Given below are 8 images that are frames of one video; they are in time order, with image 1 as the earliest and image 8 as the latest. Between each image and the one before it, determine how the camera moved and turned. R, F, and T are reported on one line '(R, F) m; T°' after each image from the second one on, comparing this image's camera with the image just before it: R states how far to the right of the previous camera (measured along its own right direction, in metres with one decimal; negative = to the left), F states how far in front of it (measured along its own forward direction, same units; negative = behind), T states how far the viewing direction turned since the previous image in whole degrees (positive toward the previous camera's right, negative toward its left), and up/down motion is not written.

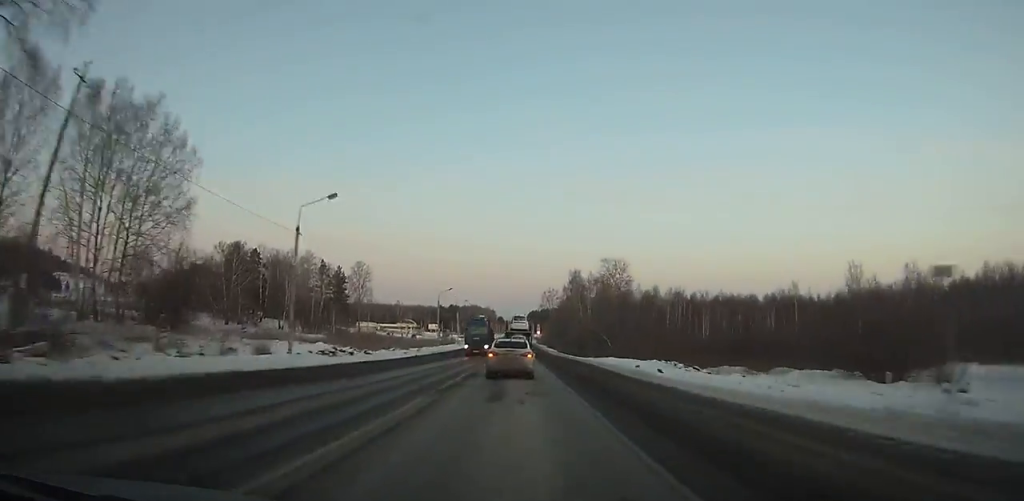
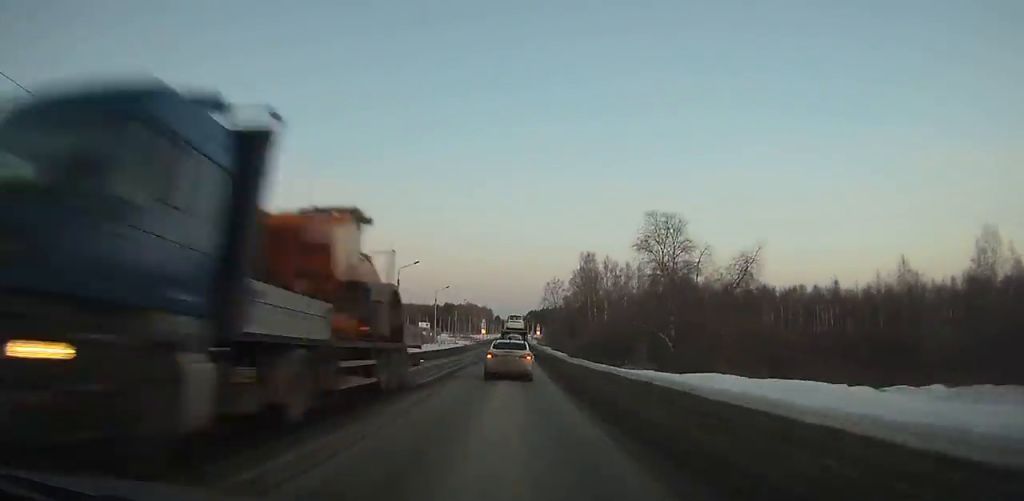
(0.0, +31.6) m; 0°
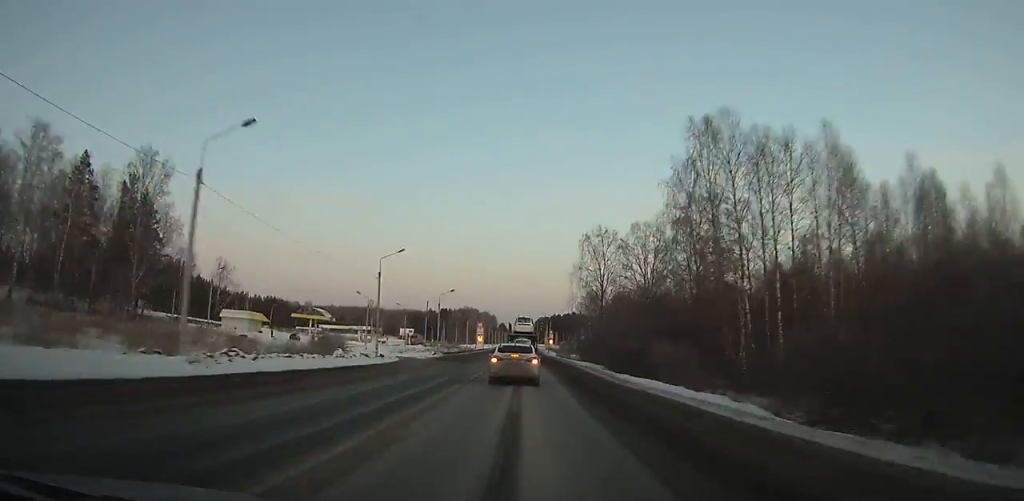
(-0.2, +71.8) m; 0°
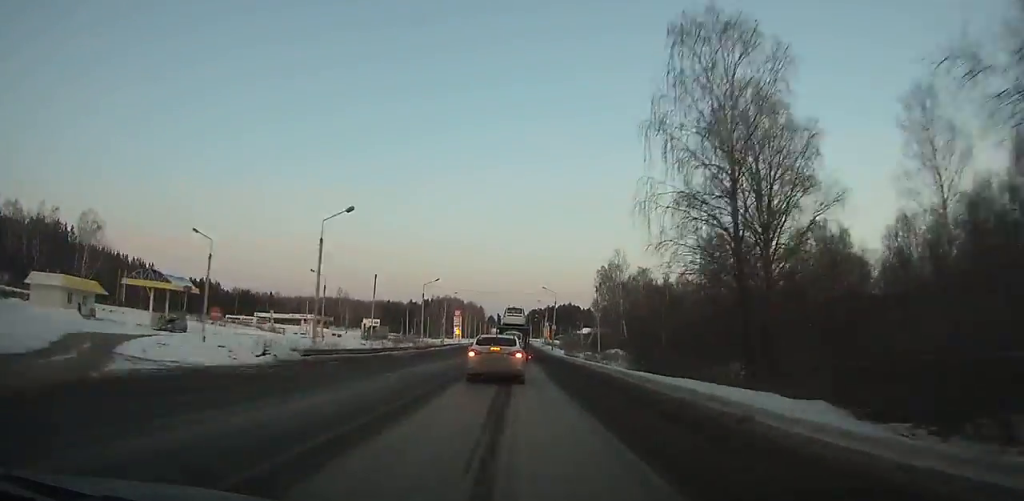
(-0.1, +46.0) m; 0°
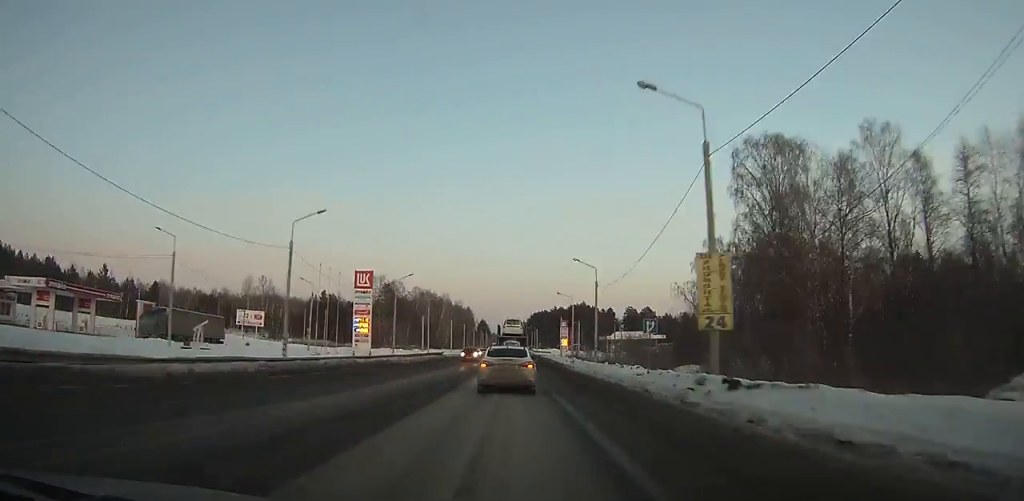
(+0.7, +100.9) m; +1°
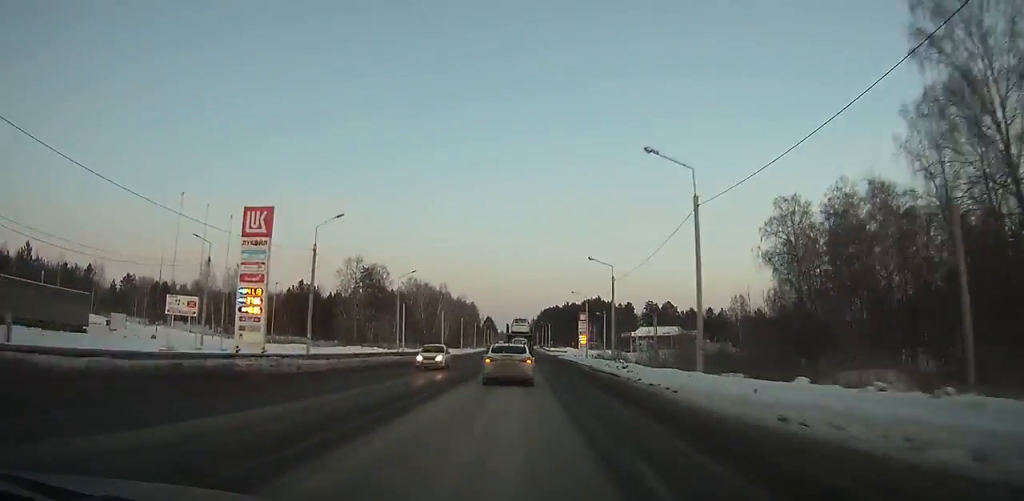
(0.0, +29.9) m; 0°
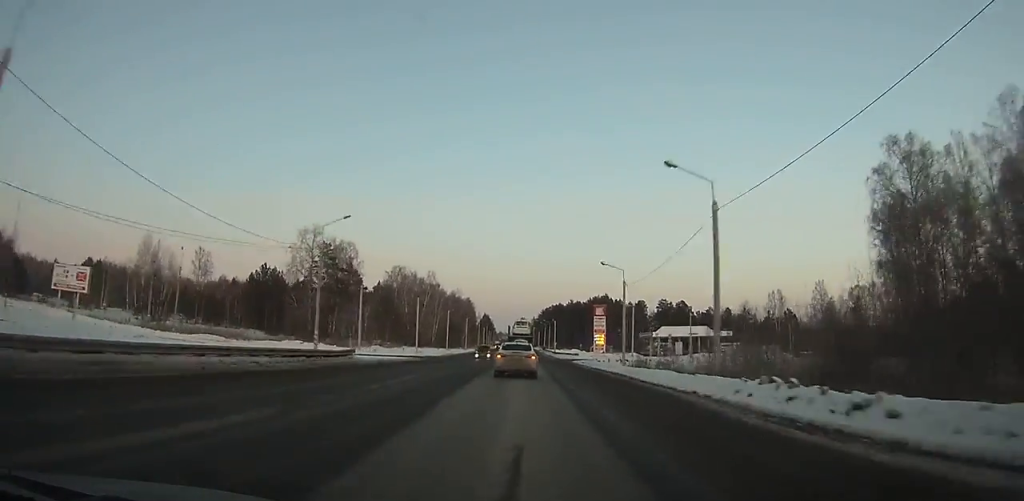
(0.0, +26.8) m; 0°
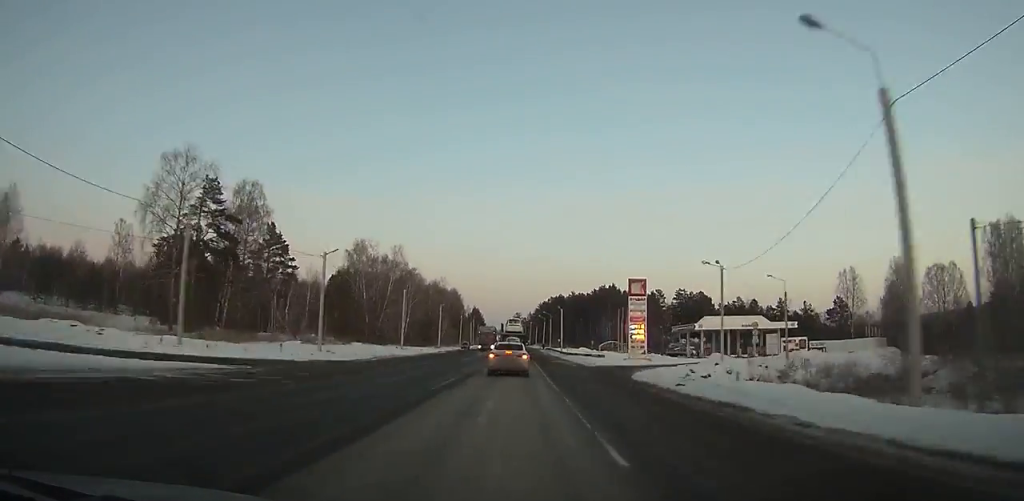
(0.0, +36.0) m; 0°
